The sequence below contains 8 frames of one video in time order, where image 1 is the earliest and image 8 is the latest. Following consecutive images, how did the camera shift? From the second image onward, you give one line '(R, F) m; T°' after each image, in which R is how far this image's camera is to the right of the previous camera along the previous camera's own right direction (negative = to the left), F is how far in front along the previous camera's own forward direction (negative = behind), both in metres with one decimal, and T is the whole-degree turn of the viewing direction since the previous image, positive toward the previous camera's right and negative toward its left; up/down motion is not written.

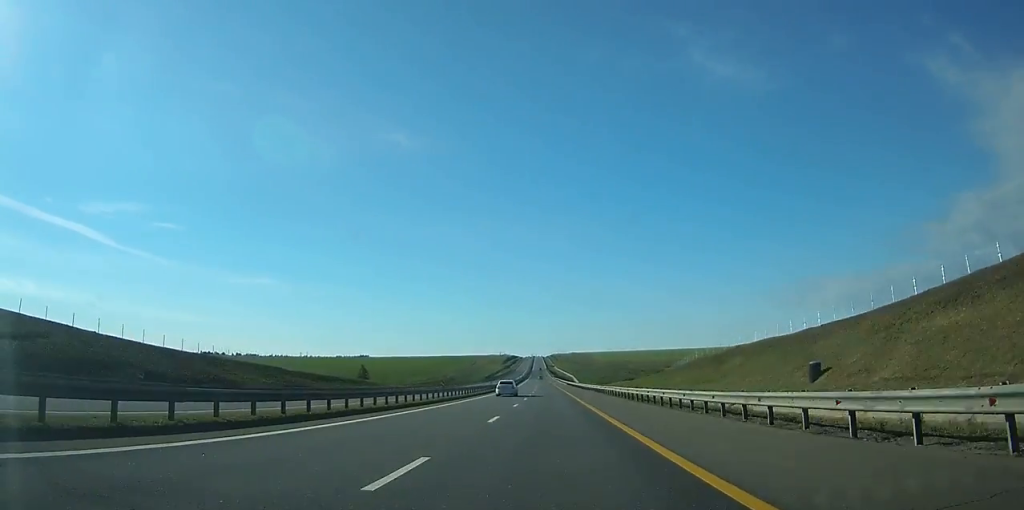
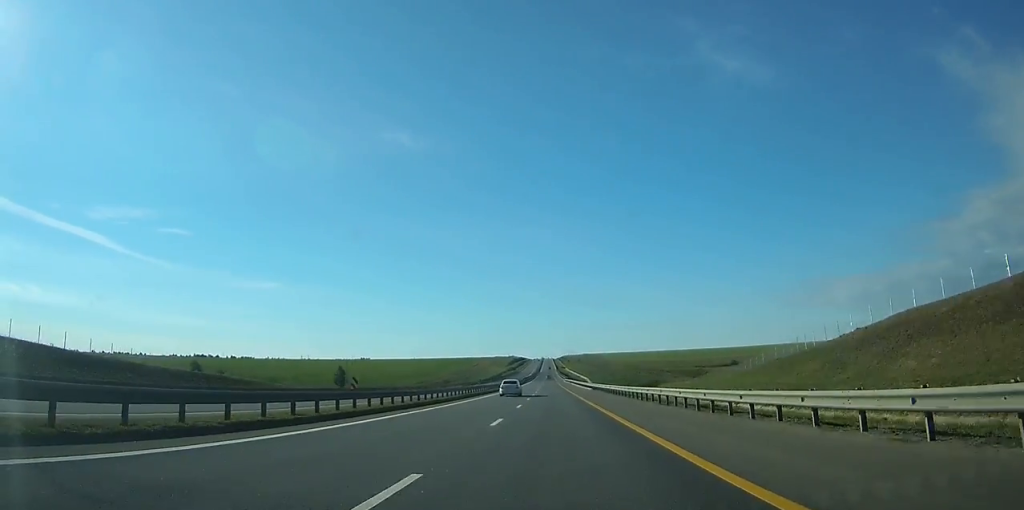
(-0.3, +55.5) m; -1°
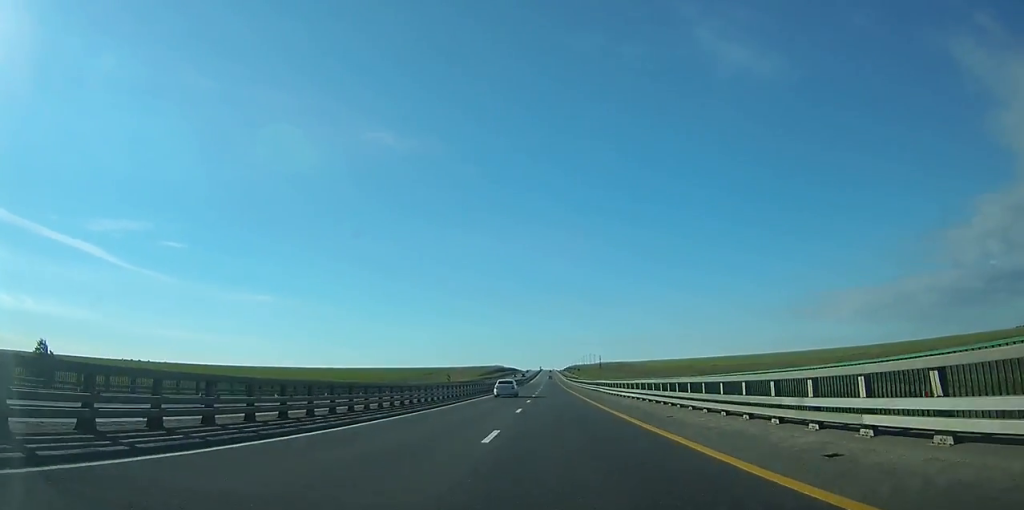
(-1.8, +213.5) m; 0°
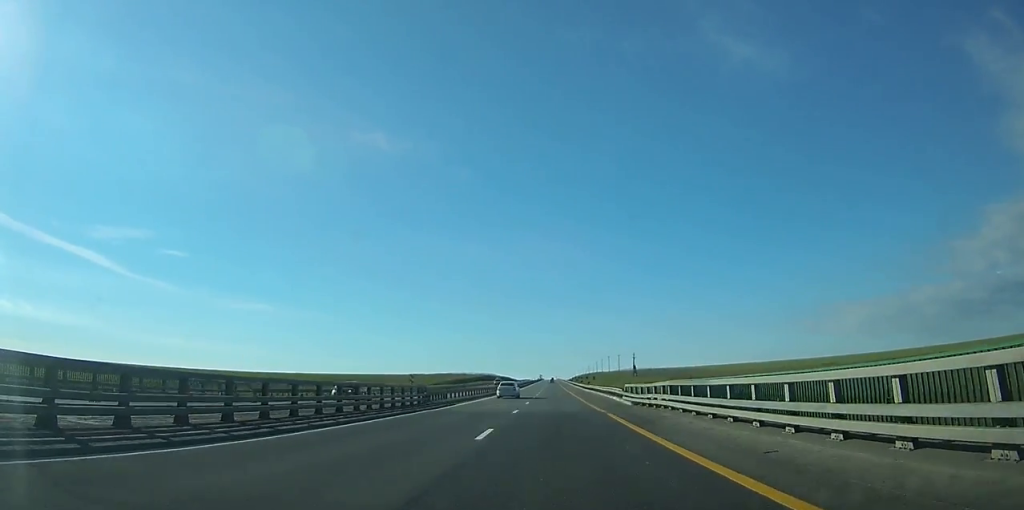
(+0.1, +136.2) m; 0°
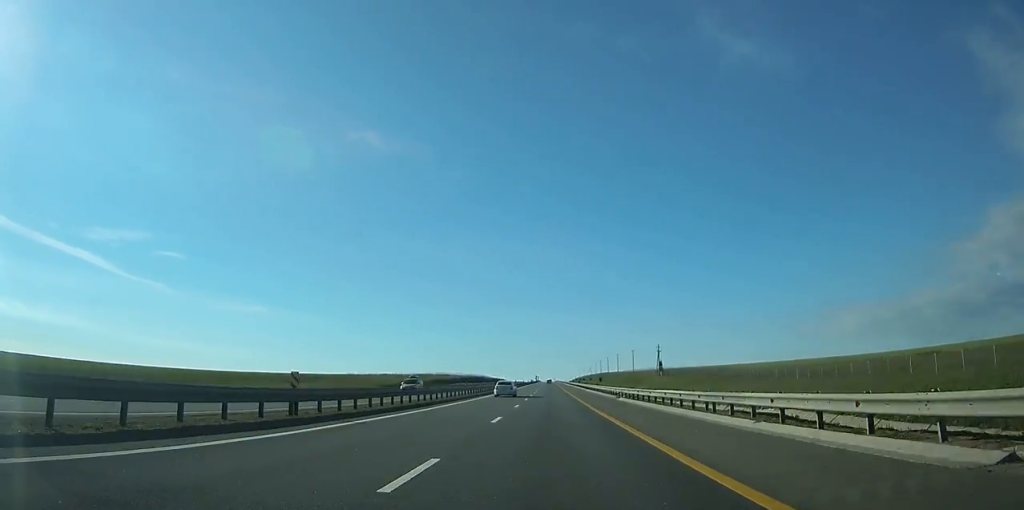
(-0.1, +55.2) m; 0°
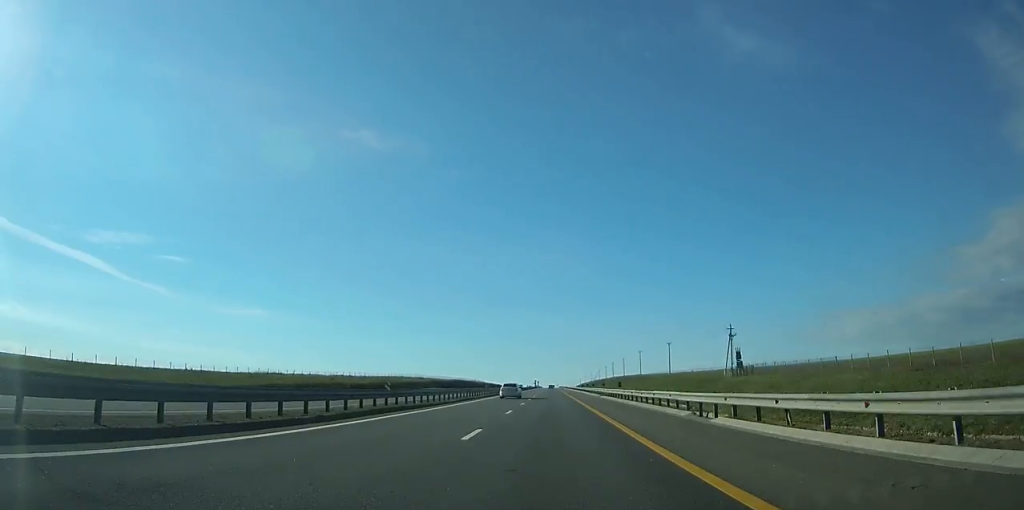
(0.0, +69.8) m; 0°
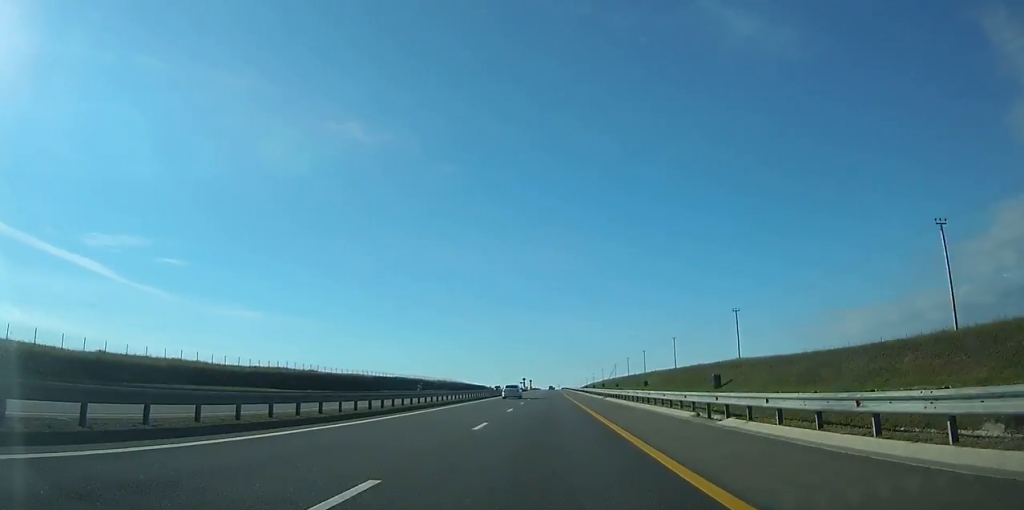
(-0.1, +120.6) m; 0°
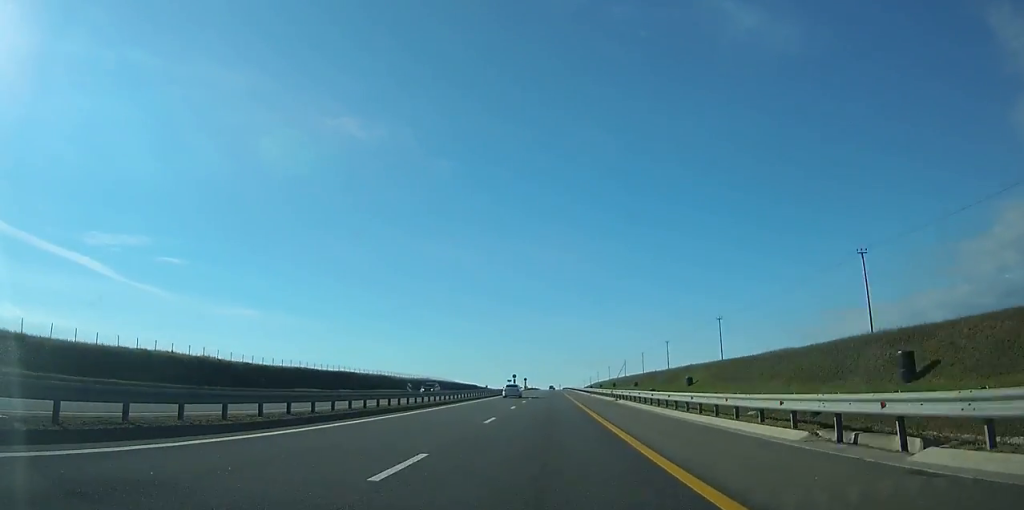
(0.0, +44.4) m; 0°
